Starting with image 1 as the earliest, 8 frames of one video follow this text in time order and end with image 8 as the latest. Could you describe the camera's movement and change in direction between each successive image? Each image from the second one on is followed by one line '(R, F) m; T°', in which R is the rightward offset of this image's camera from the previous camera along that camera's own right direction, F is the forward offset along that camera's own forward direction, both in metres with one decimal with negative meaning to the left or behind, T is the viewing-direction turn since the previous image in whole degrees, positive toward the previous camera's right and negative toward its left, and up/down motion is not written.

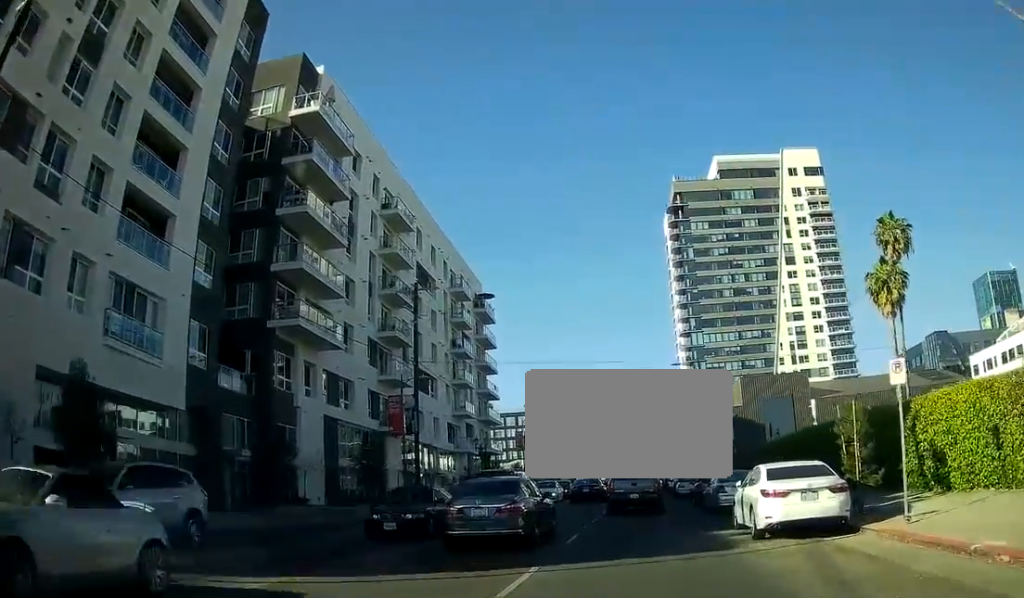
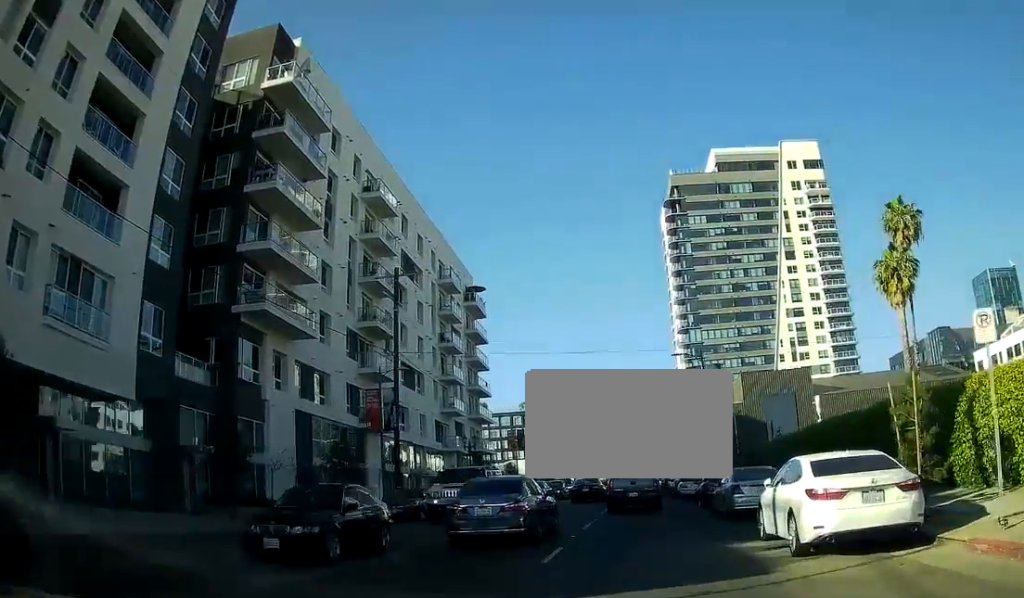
(0.0, +4.1) m; 0°
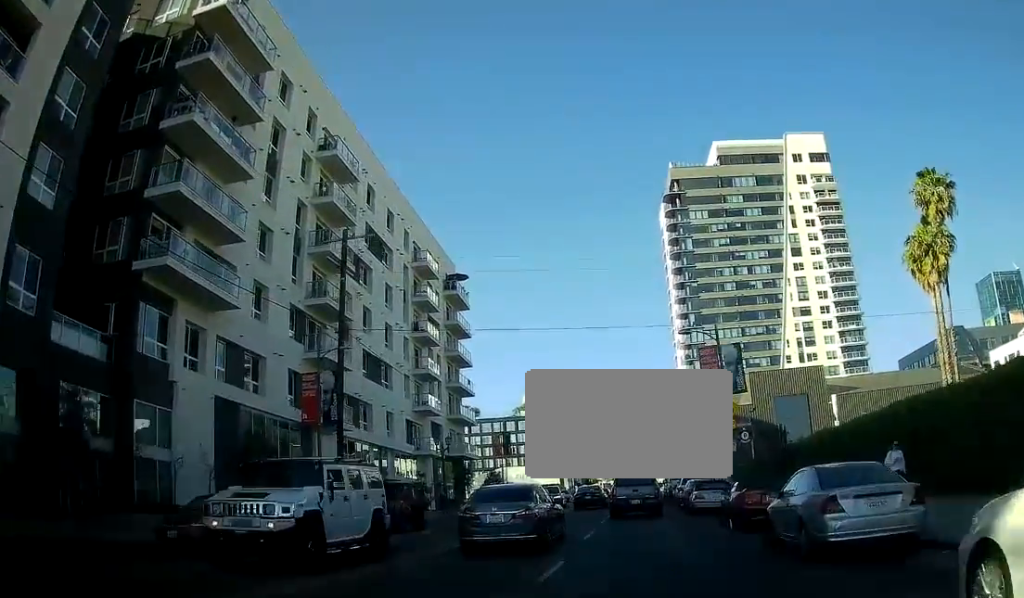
(-0.2, +8.6) m; -1°
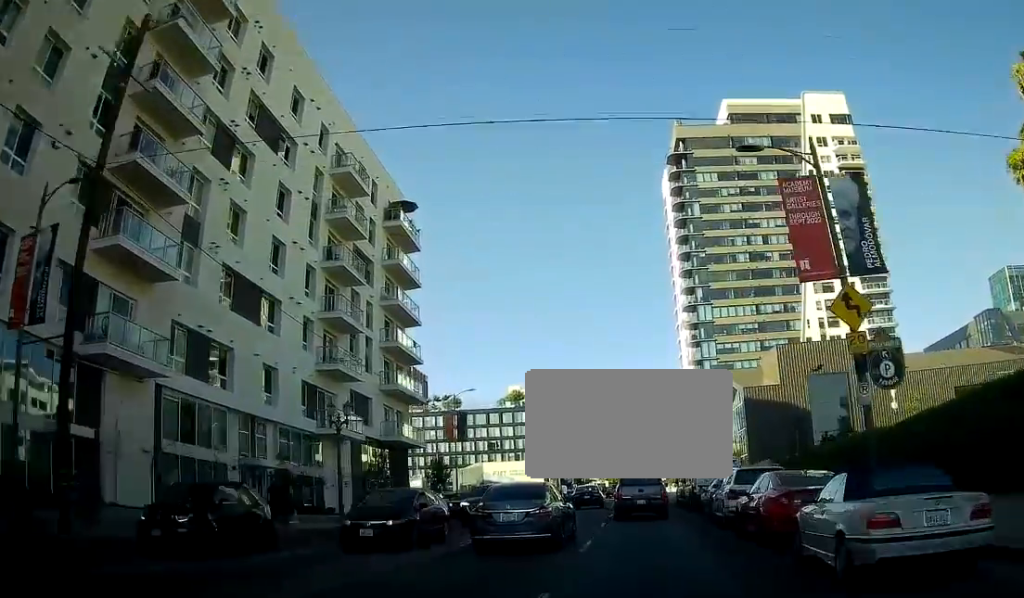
(0.0, +19.9) m; 0°
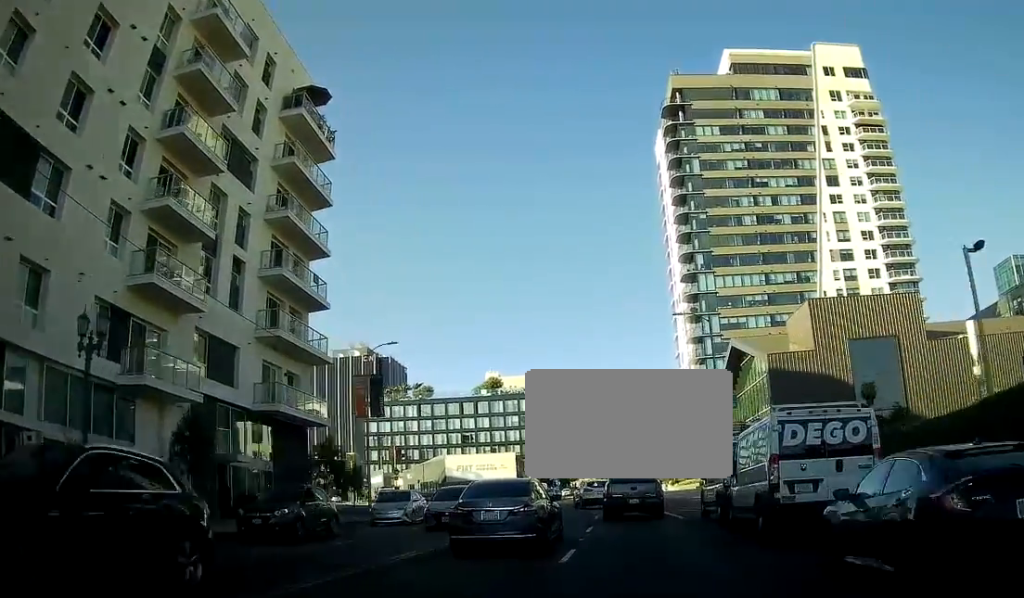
(0.0, +18.6) m; 0°
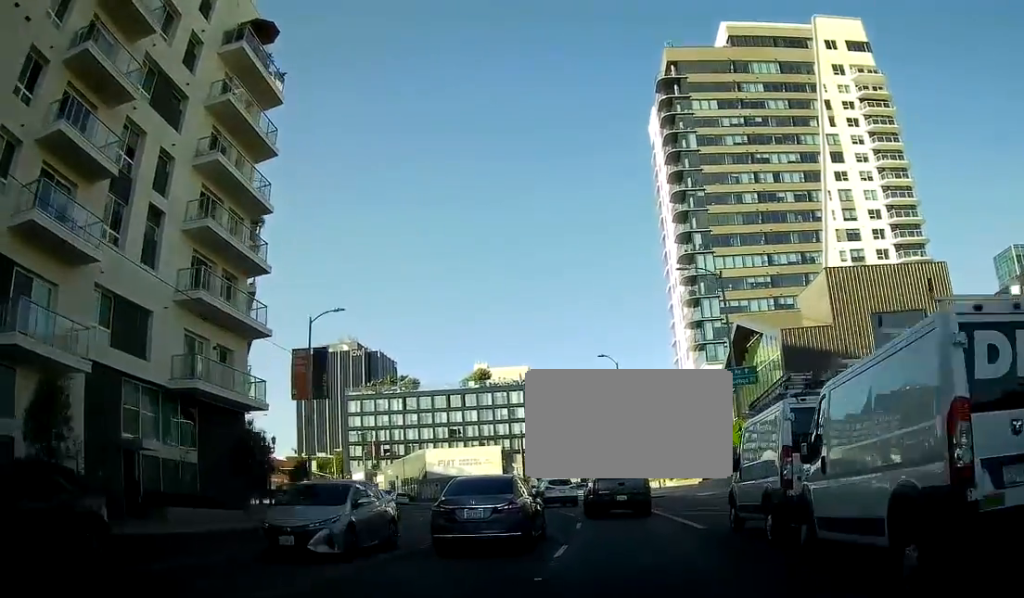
(0.0, +7.2) m; 0°
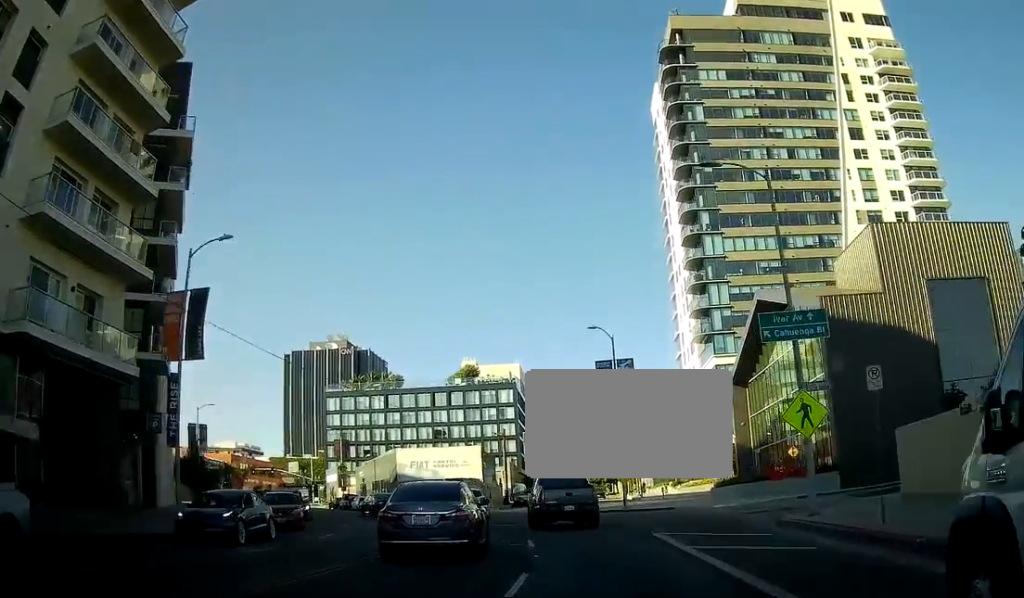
(0.0, +10.8) m; 0°
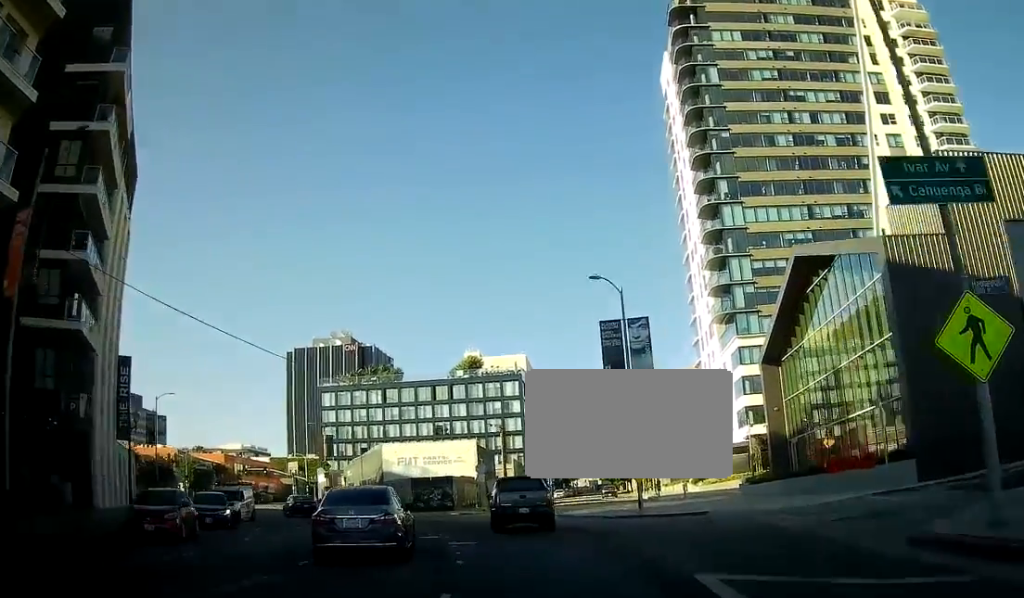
(0.0, +9.2) m; -1°
